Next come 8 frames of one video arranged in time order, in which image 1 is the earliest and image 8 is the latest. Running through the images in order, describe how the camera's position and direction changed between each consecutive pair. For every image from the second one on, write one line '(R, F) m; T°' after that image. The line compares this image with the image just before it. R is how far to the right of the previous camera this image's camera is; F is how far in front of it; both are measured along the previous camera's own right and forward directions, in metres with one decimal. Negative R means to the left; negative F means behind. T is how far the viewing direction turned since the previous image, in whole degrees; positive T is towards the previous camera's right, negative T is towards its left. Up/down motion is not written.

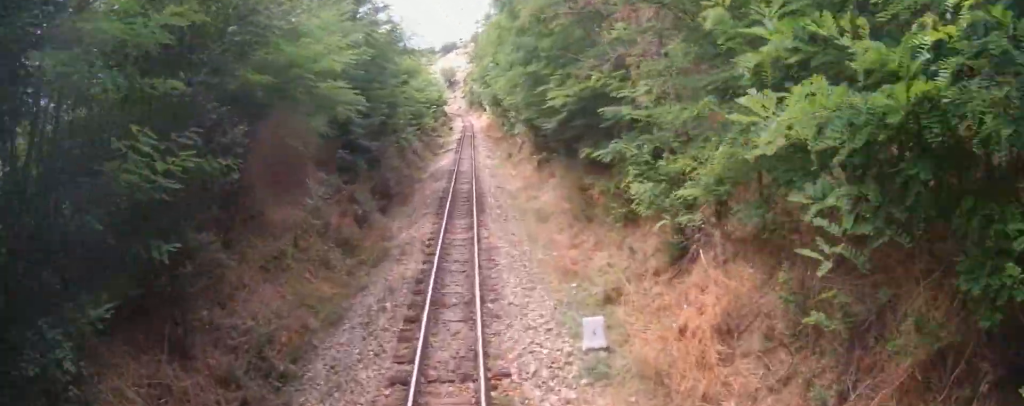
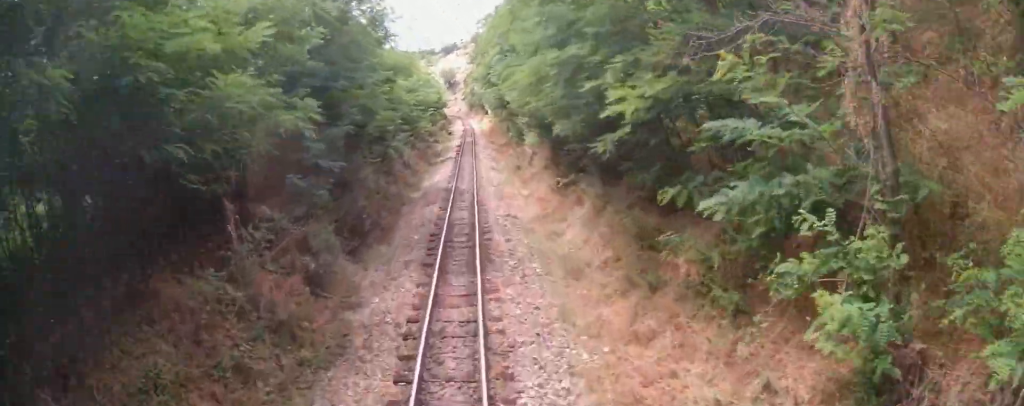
(0.0, +5.2) m; 0°
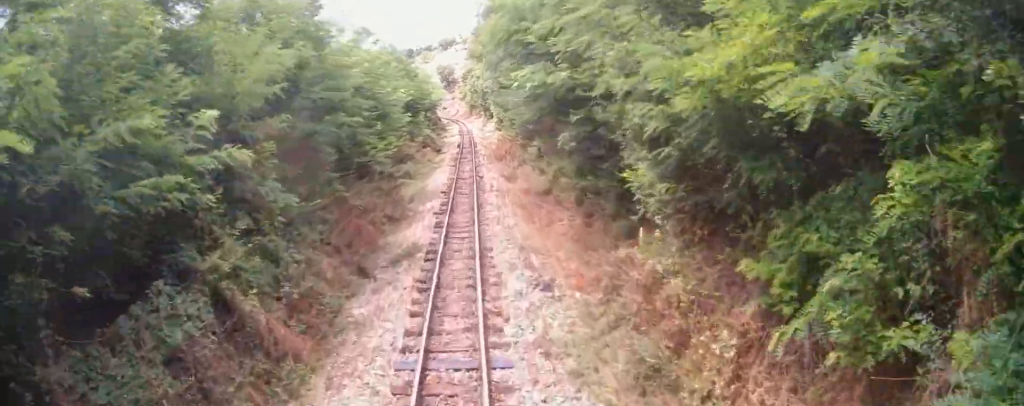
(0.0, +21.5) m; 0°
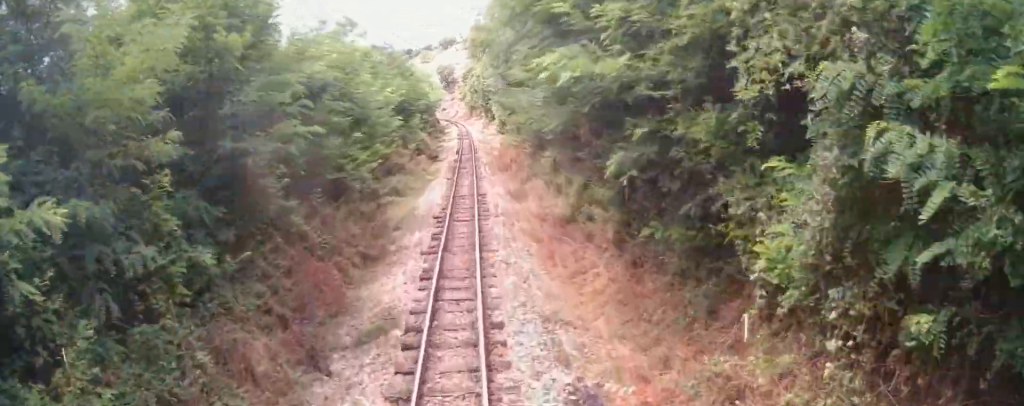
(0.0, +4.5) m; 0°
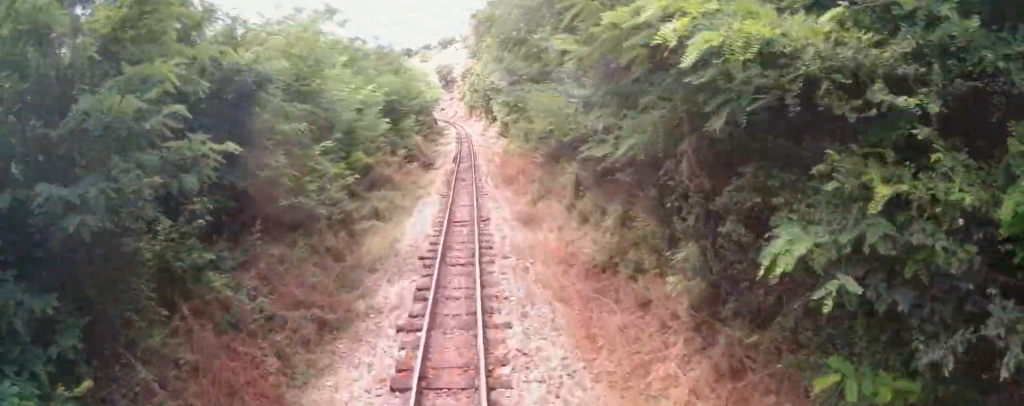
(0.0, +4.5) m; 0°
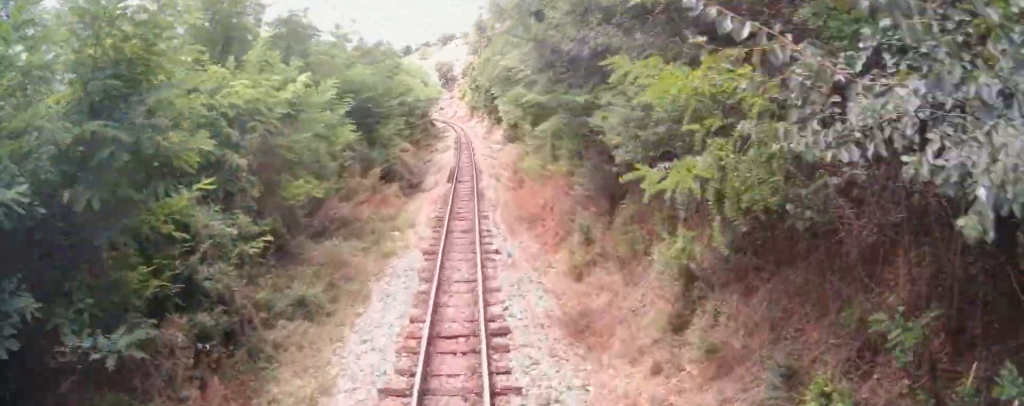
(0.0, +8.4) m; 0°
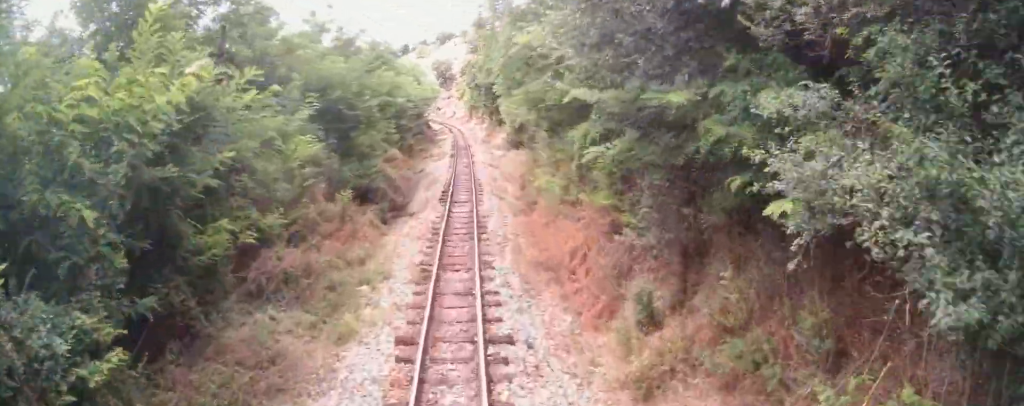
(0.0, +5.0) m; 0°
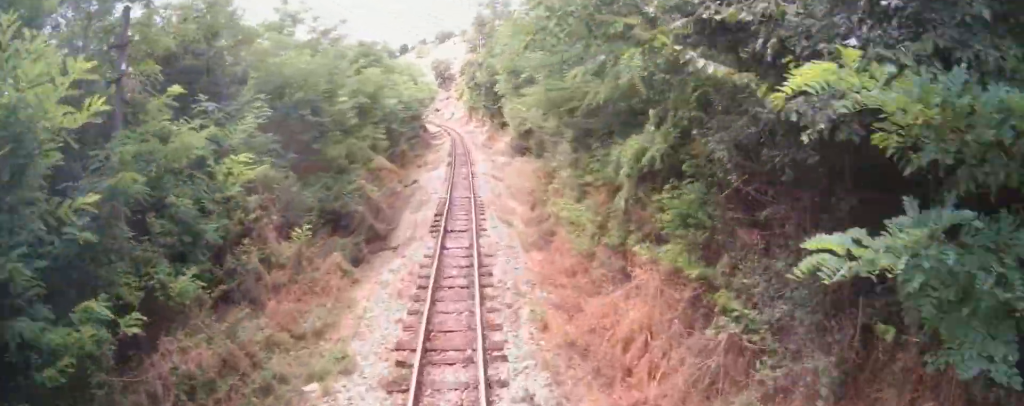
(0.0, +4.2) m; 0°
